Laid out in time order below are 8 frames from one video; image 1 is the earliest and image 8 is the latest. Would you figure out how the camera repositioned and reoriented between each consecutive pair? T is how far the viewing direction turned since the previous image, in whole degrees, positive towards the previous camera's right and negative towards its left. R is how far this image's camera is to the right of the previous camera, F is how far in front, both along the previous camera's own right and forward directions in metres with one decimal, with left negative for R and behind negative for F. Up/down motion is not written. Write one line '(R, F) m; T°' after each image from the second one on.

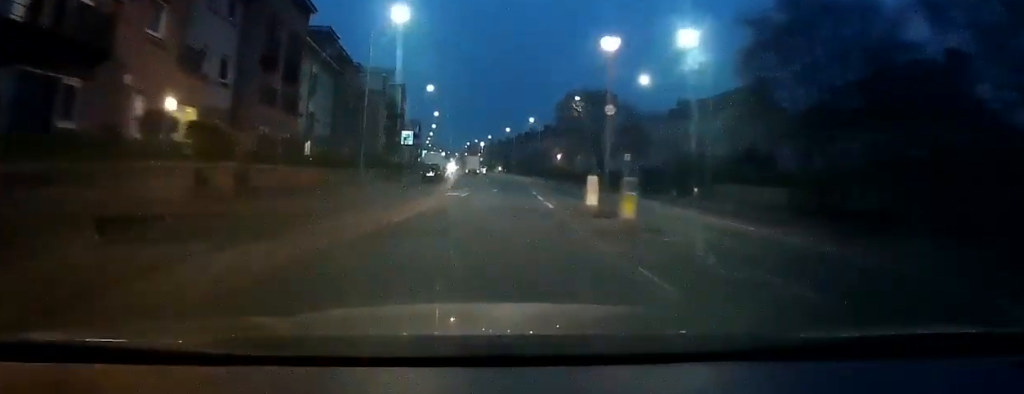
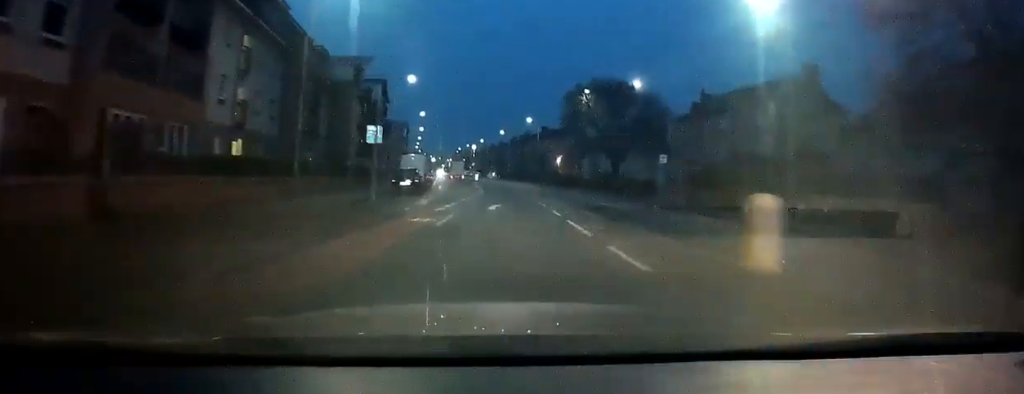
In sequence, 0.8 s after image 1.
(+0.2, +11.5) m; +1°
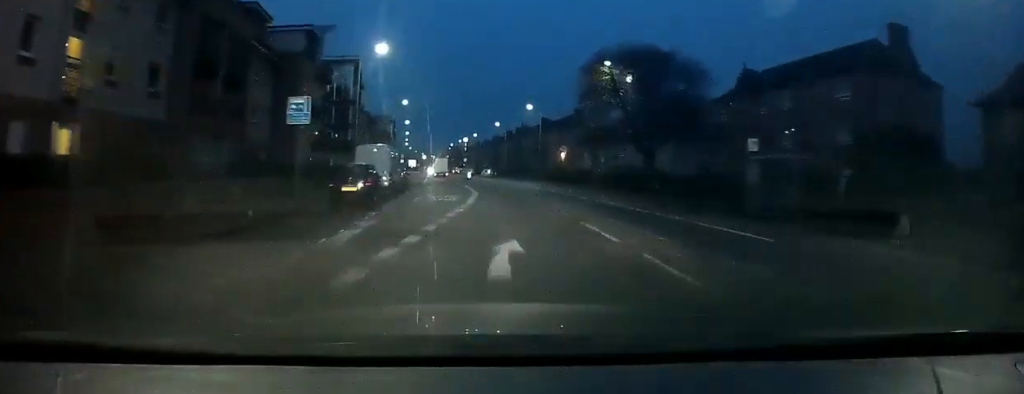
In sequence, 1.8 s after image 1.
(0.0, +13.7) m; +1°
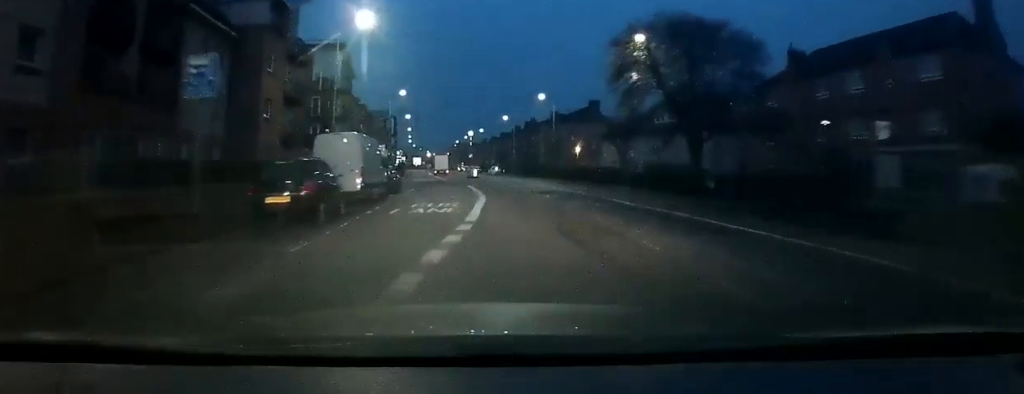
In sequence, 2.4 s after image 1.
(+0.4, +8.4) m; 0°
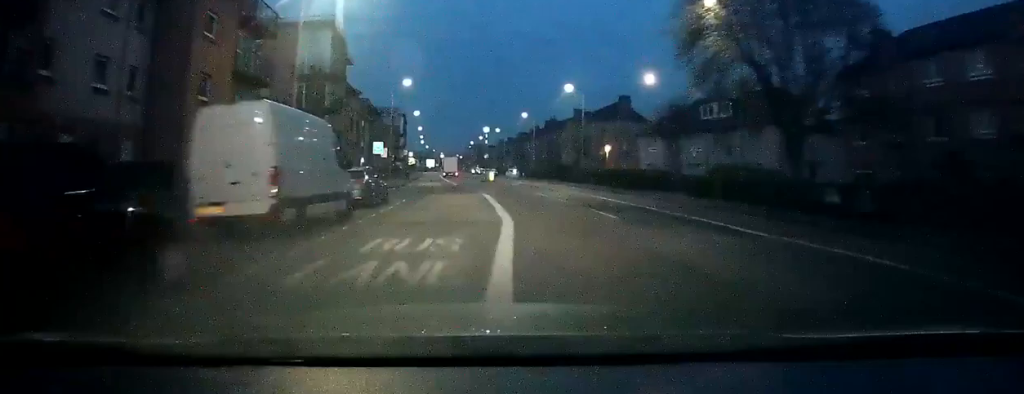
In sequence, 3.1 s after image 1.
(-0.2, +10.4) m; -2°
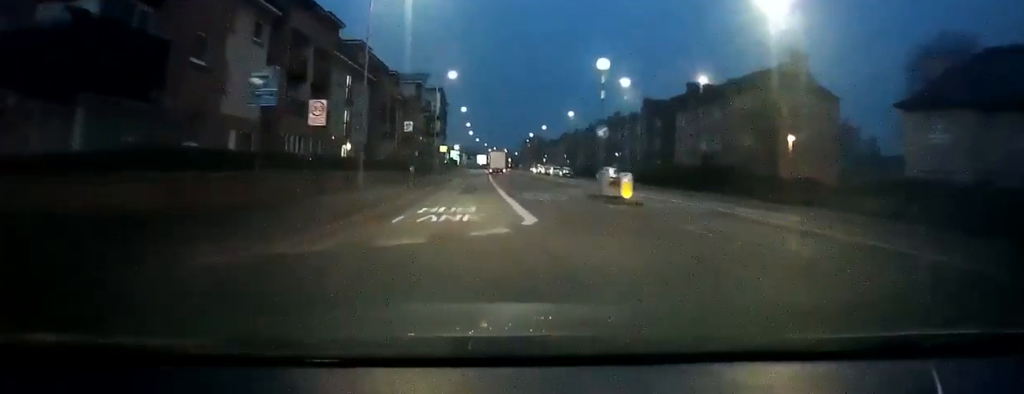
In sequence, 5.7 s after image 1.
(-1.9, +36.9) m; -4°
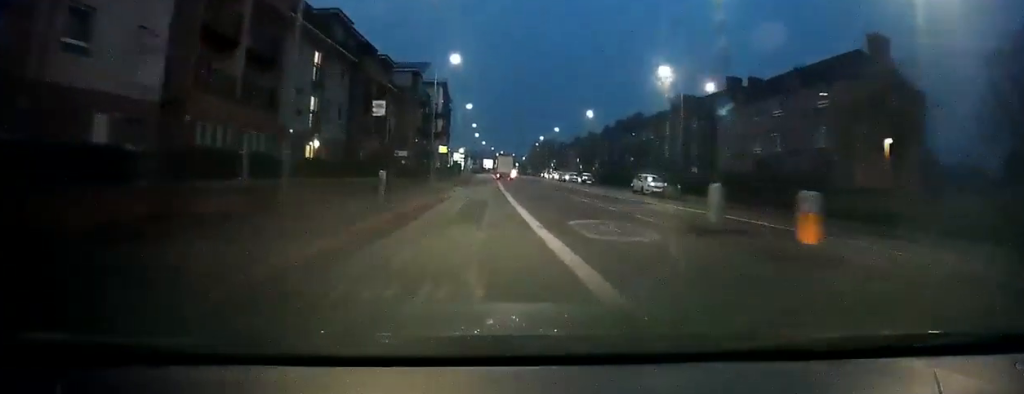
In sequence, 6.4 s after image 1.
(-0.2, +11.0) m; -1°
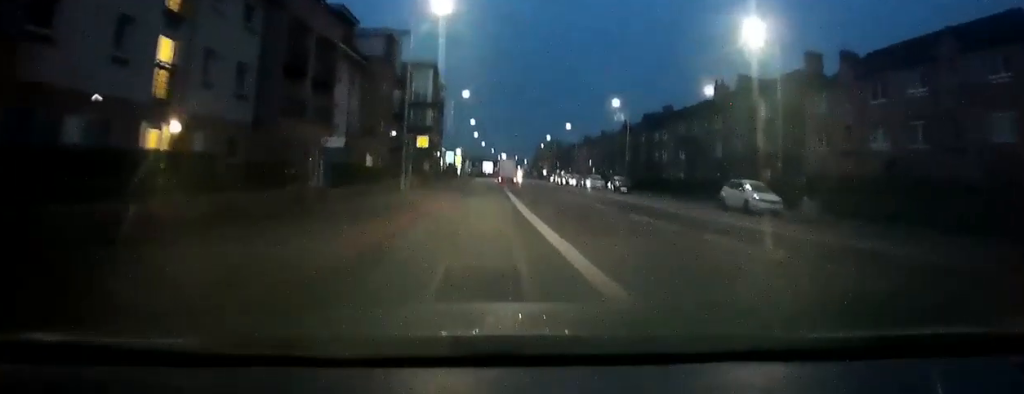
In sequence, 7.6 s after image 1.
(-0.1, +17.5) m; 0°
